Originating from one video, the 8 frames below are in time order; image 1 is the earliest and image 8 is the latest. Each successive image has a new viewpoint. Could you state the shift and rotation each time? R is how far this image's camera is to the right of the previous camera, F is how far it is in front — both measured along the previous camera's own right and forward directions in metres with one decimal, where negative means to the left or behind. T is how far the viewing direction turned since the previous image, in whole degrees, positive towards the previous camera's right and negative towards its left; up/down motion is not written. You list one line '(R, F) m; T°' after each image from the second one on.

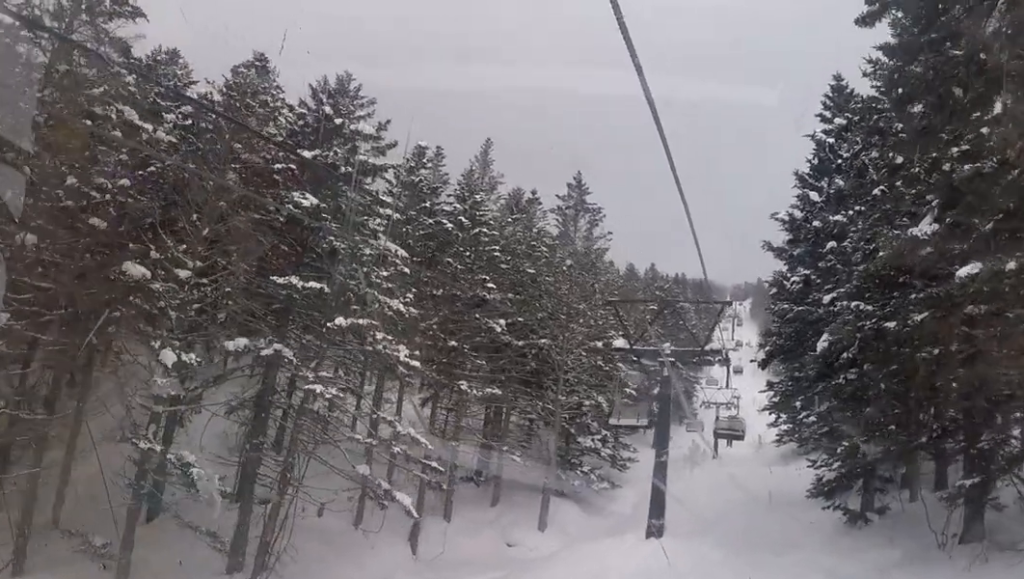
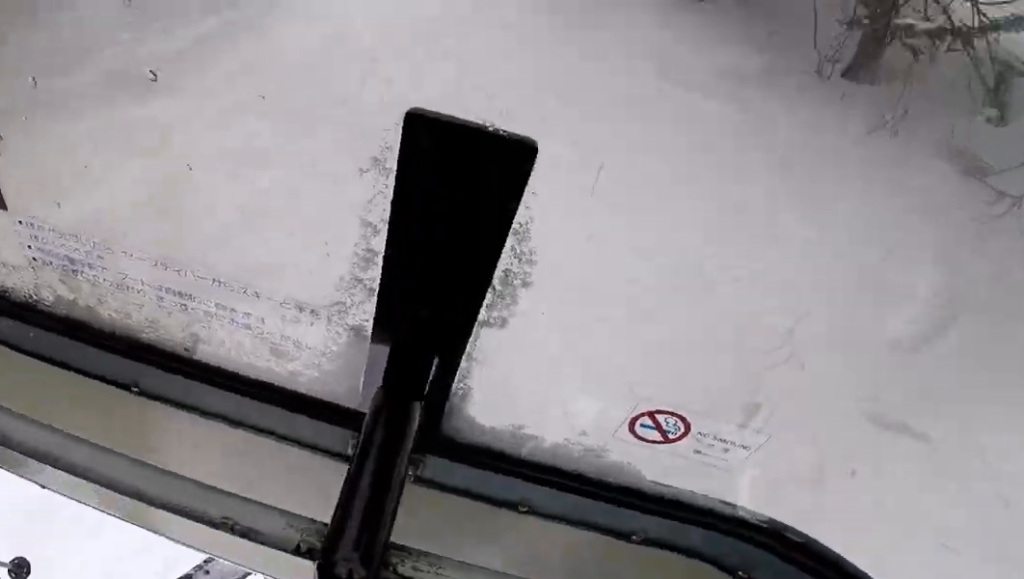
(0.0, +6.5) m; 0°
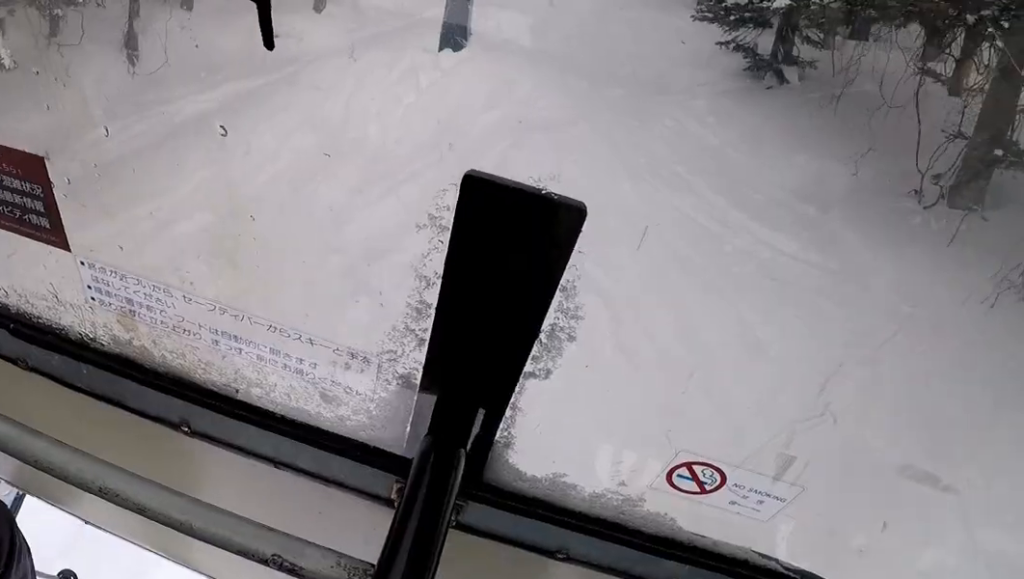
(0.0, +2.9) m; 0°
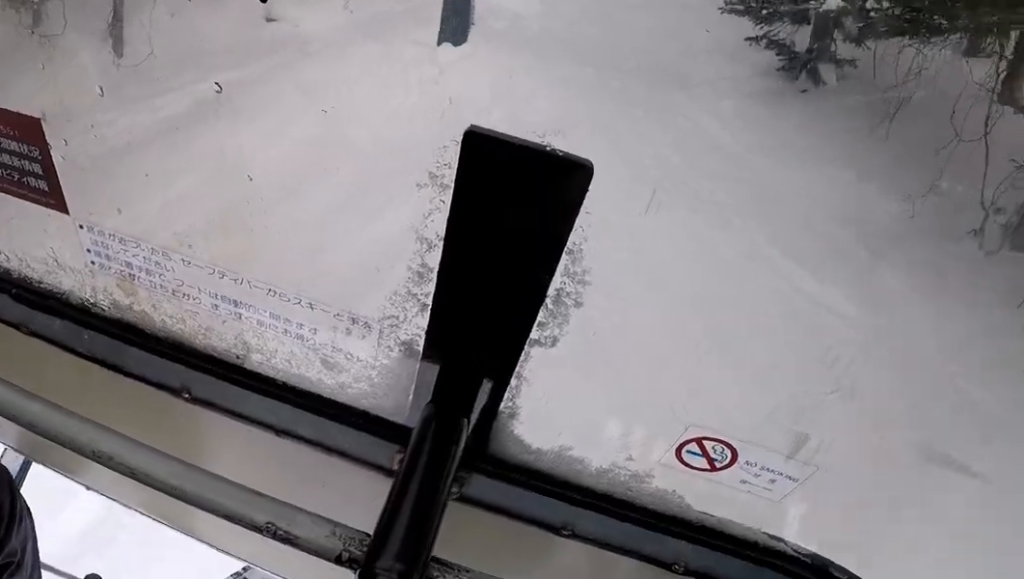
(0.0, +1.7) m; 0°
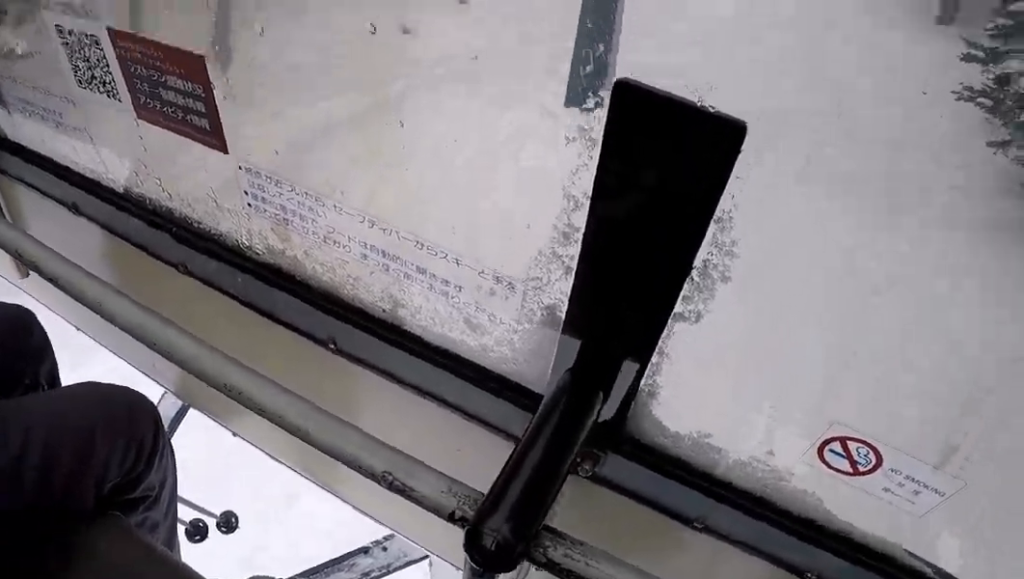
(0.0, +4.4) m; 0°
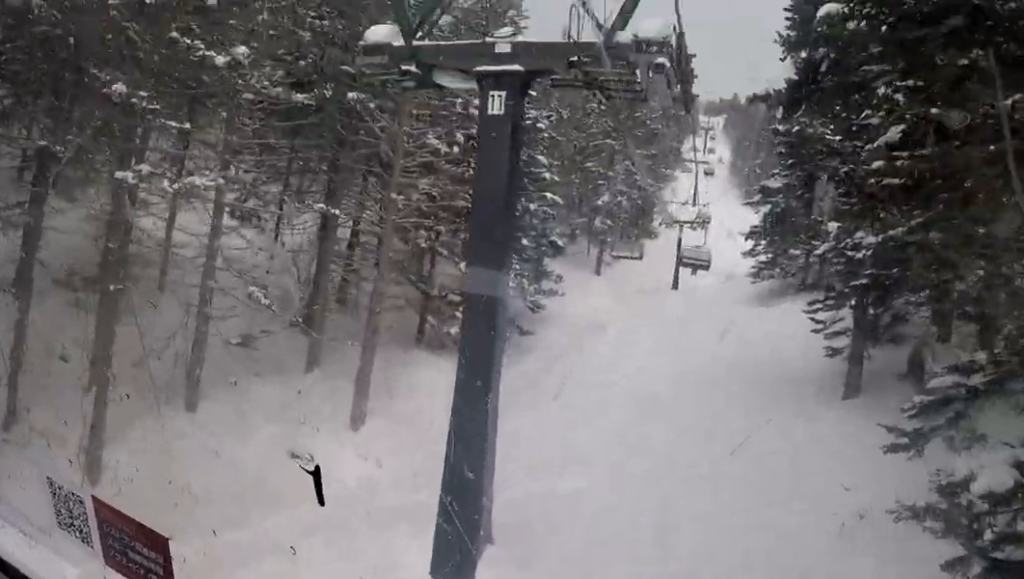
(0.0, +2.4) m; 0°
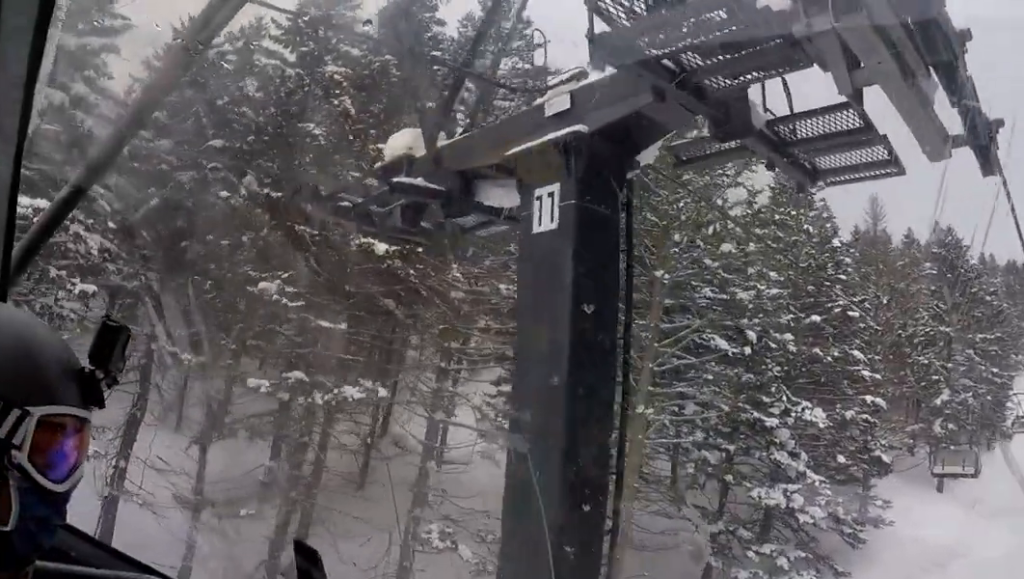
(0.0, +5.7) m; 0°
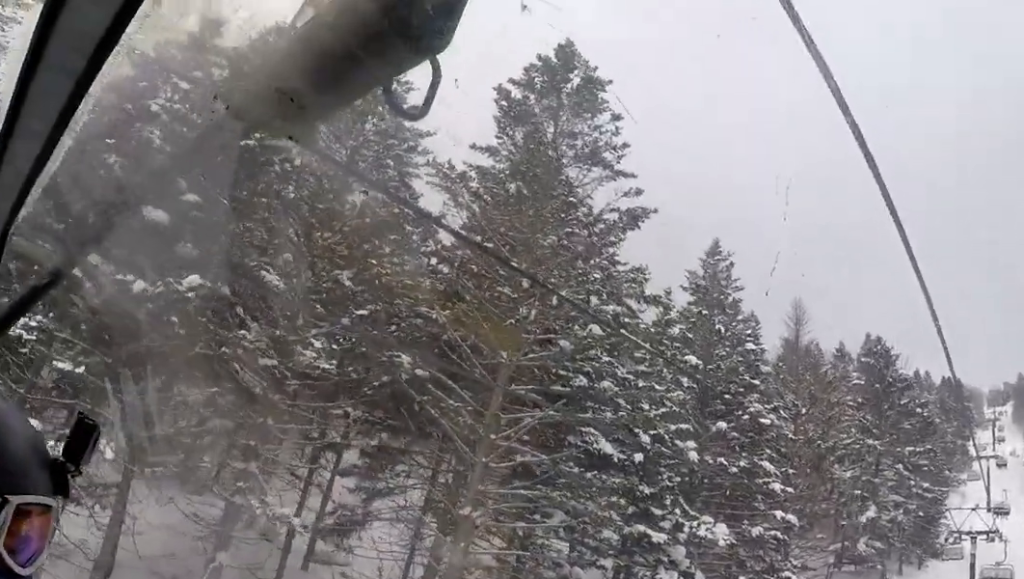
(0.0, +4.4) m; 0°
